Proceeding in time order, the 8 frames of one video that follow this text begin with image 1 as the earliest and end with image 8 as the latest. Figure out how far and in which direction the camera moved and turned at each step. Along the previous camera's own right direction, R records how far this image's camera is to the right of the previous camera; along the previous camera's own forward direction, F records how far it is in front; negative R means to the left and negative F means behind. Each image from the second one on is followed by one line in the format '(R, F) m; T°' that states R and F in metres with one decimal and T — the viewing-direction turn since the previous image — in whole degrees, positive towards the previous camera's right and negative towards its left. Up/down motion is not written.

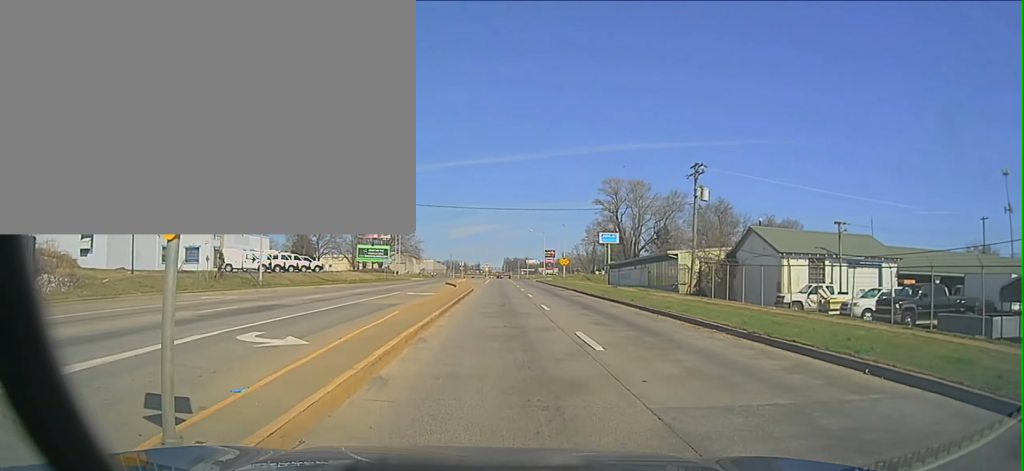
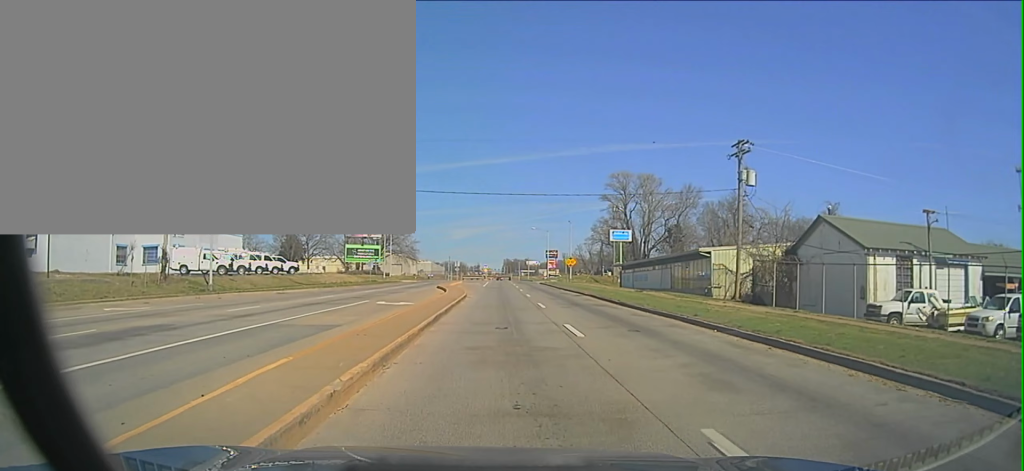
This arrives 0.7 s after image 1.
(+0.6, +8.3) m; +1°
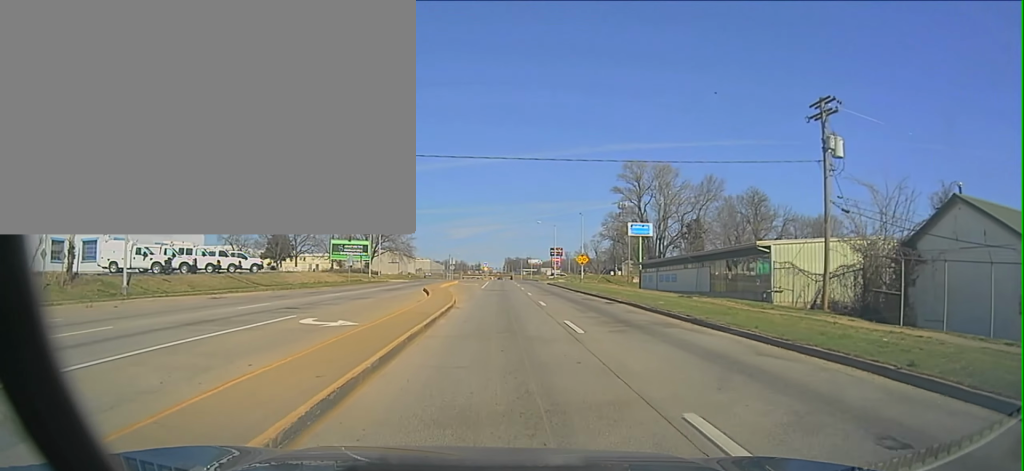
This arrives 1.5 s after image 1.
(-0.1, +10.1) m; -1°
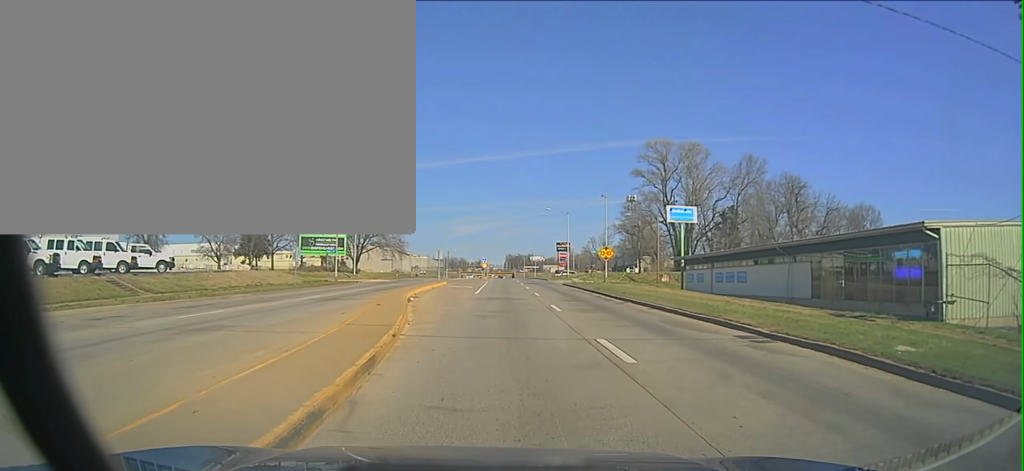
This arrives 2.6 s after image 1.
(-0.3, +16.1) m; -1°
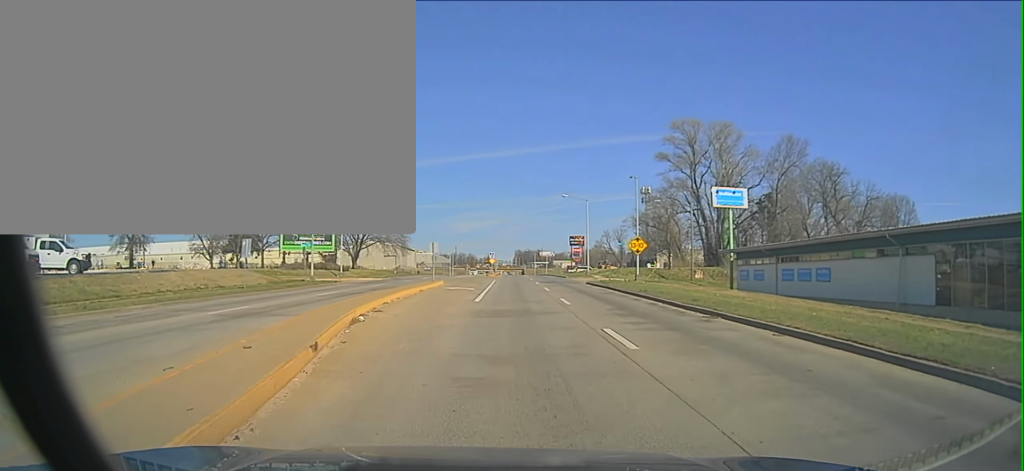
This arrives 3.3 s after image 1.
(0.0, +11.1) m; 0°
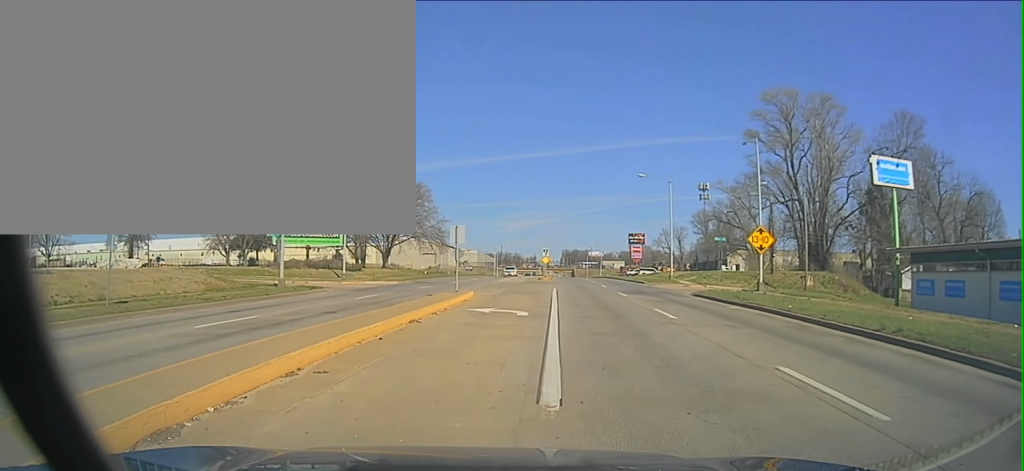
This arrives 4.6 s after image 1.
(0.0, +19.4) m; -1°
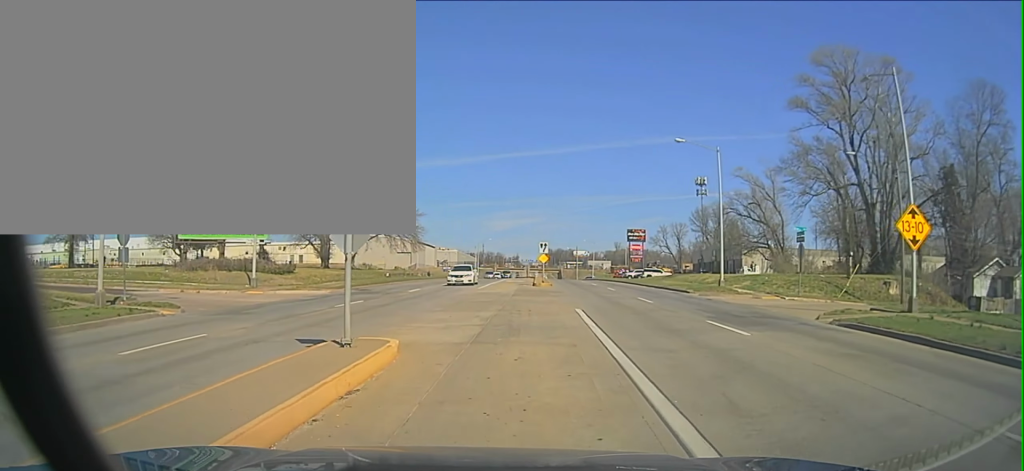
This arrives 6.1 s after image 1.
(-0.4, +20.6) m; -1°
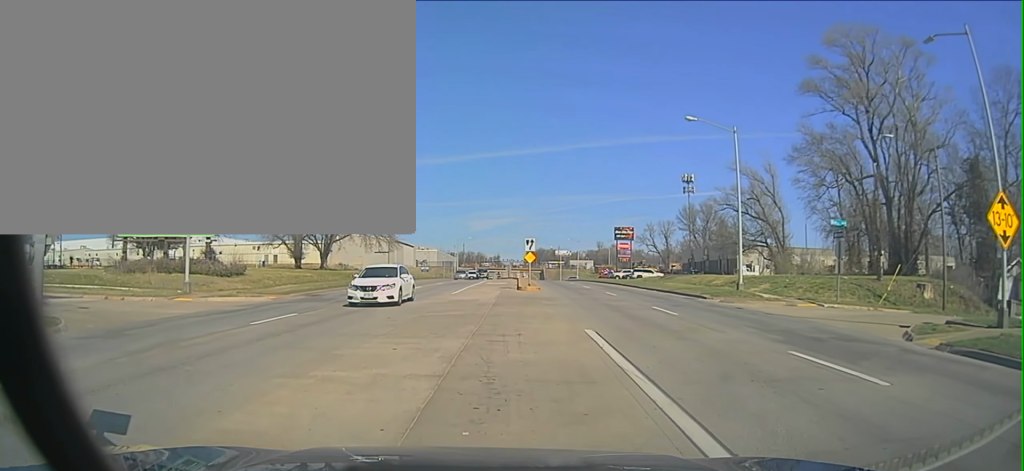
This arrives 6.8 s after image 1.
(+0.2, +8.8) m; +1°
